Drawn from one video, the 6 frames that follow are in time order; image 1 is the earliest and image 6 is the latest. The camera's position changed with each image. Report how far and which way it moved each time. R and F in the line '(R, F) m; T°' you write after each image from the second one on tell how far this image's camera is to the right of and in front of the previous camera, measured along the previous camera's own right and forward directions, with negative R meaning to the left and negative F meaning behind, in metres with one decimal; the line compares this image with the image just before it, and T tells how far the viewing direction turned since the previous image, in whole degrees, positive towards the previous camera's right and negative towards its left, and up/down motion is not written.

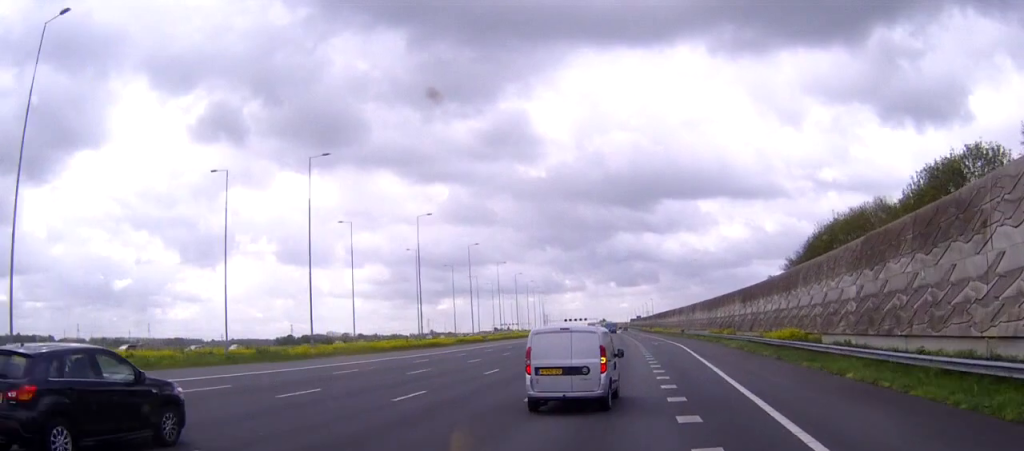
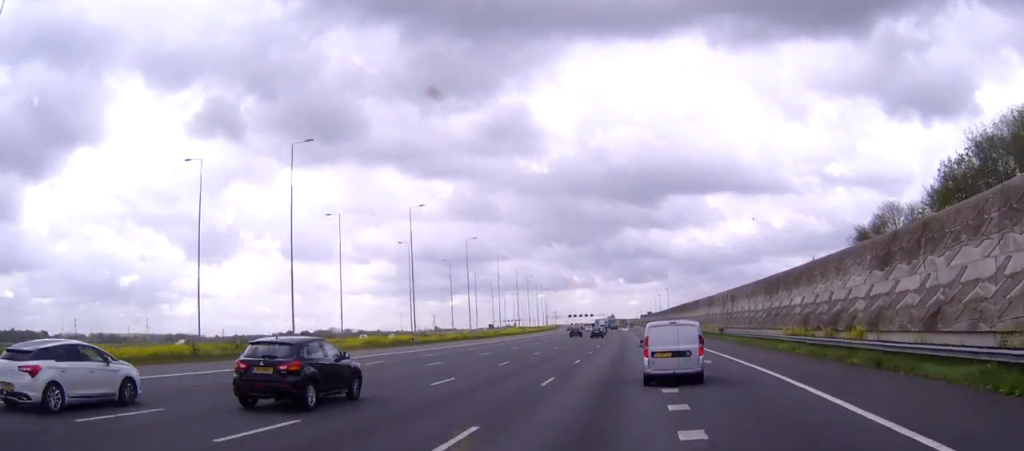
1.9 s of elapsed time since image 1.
(0.0, +45.3) m; 0°
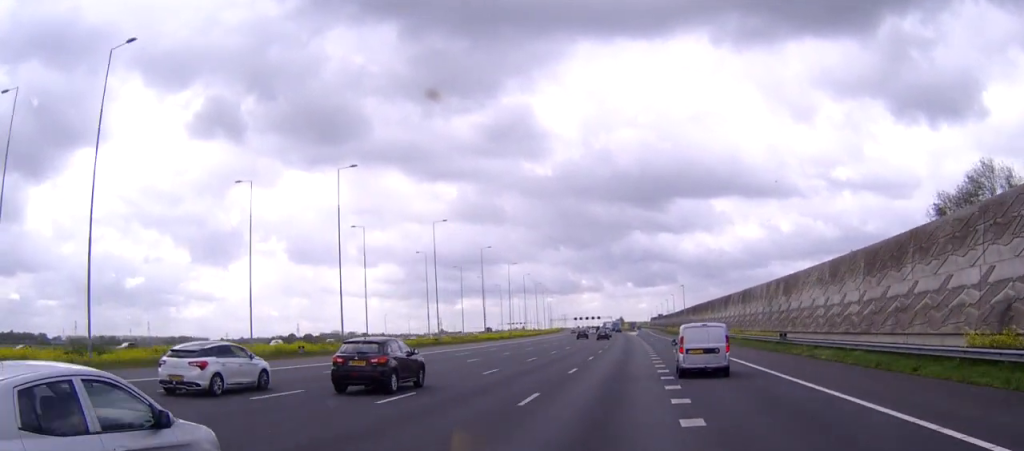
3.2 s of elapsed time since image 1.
(0.0, +29.7) m; 0°
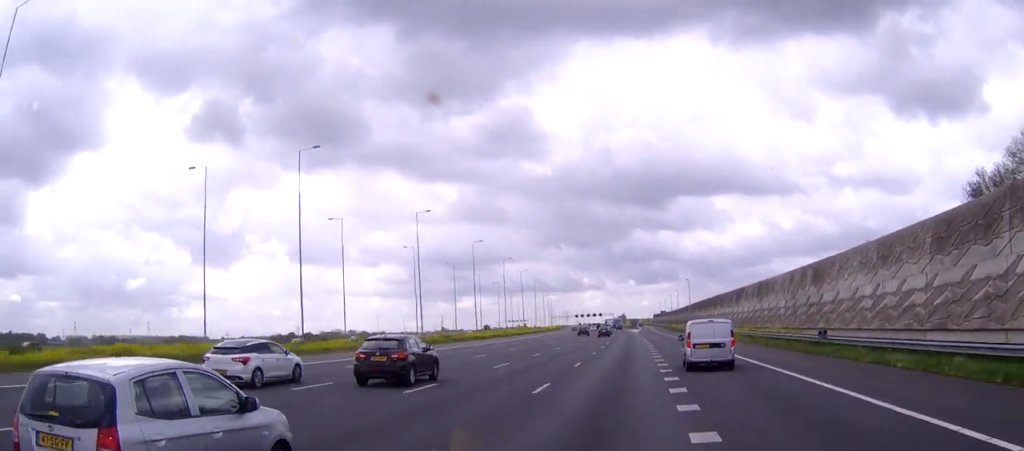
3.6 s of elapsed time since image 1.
(0.0, +10.2) m; 0°
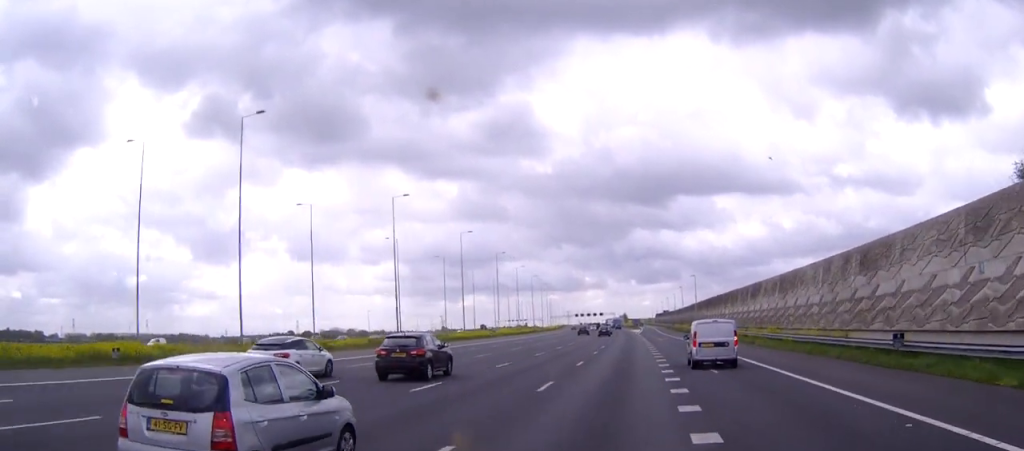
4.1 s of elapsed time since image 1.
(-0.1, +11.7) m; 0°
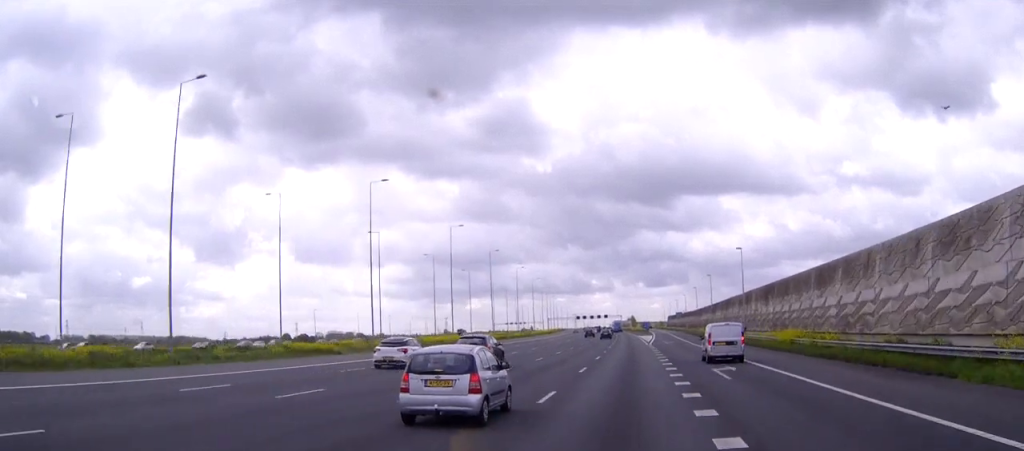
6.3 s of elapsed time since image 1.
(-0.4, +51.6) m; -1°
